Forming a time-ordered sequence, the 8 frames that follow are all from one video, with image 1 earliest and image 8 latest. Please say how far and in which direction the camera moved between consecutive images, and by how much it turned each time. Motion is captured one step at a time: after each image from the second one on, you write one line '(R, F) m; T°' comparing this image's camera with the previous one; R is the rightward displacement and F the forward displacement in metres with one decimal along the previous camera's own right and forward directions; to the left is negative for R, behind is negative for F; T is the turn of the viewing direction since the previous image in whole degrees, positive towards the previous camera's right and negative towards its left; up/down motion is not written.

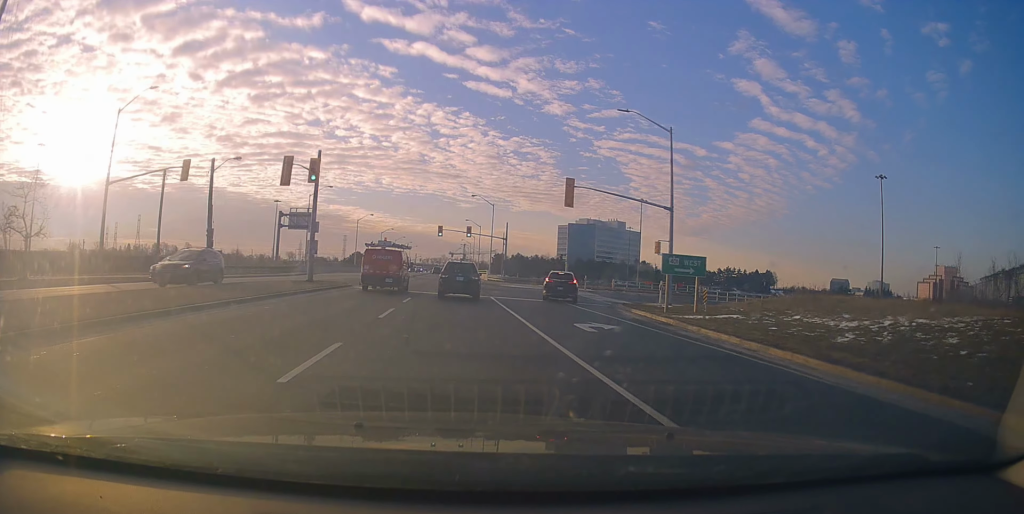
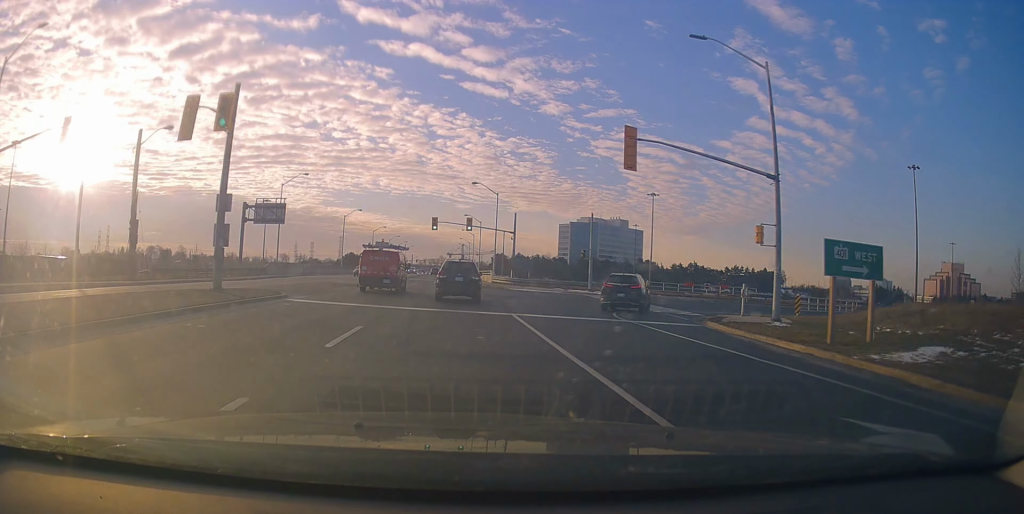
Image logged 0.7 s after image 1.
(0.0, +12.2) m; +1°
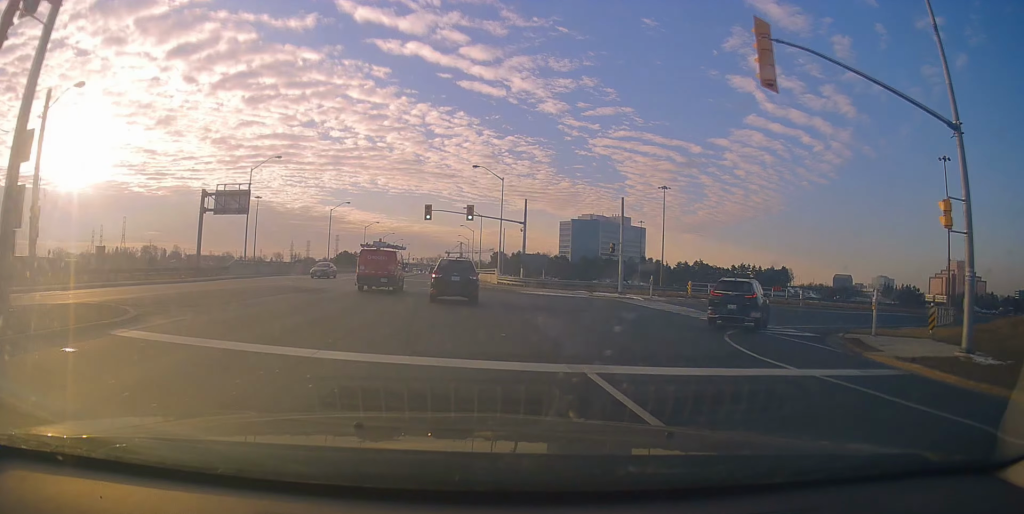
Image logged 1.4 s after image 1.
(0.0, +10.3) m; +1°
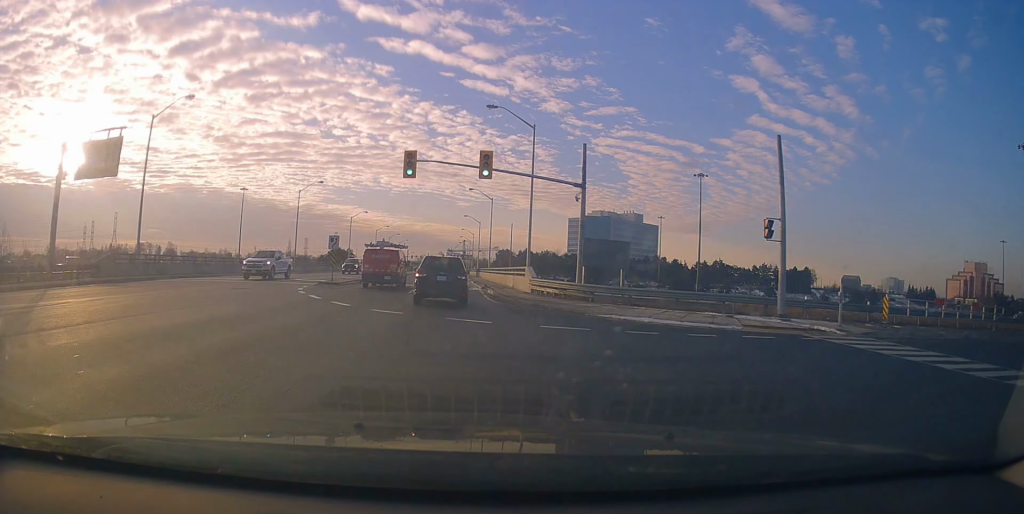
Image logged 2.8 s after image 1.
(+0.4, +21.5) m; 0°
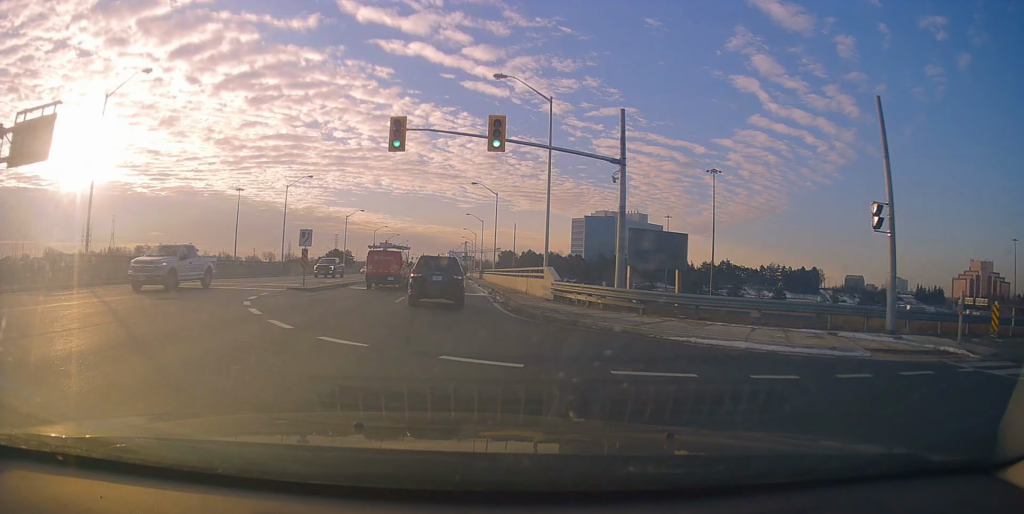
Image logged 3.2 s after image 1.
(0.0, +6.4) m; -1°
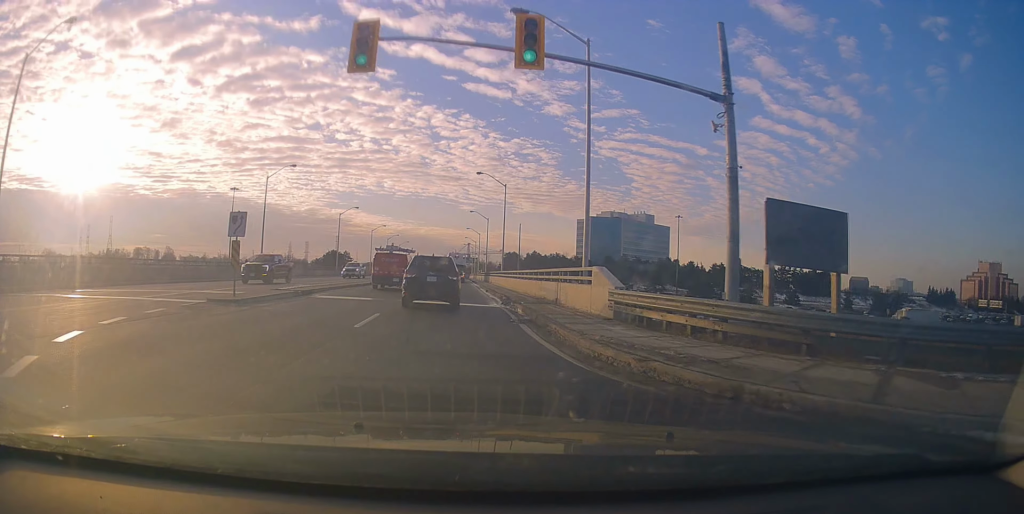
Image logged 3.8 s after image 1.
(-0.1, +8.6) m; -1°
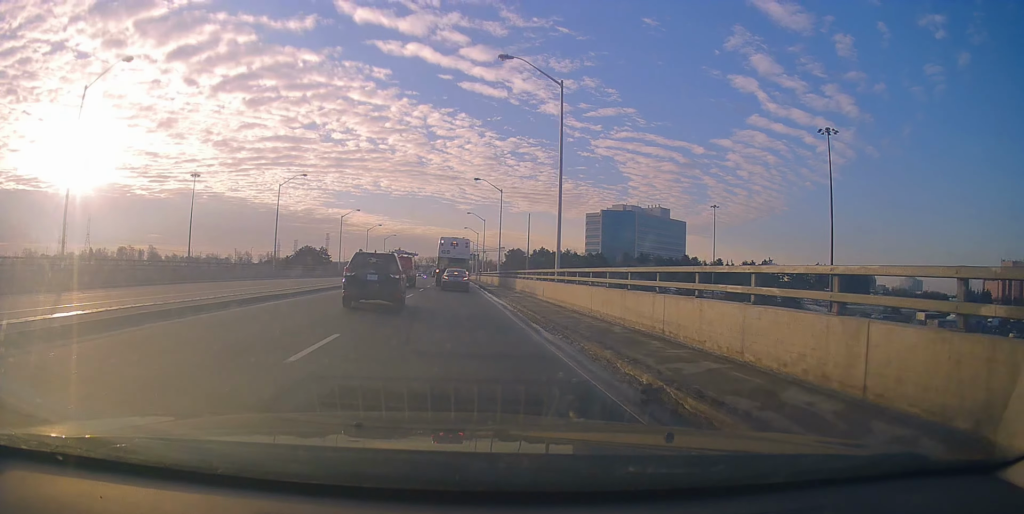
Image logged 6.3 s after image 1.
(+0.1, +33.7) m; +1°
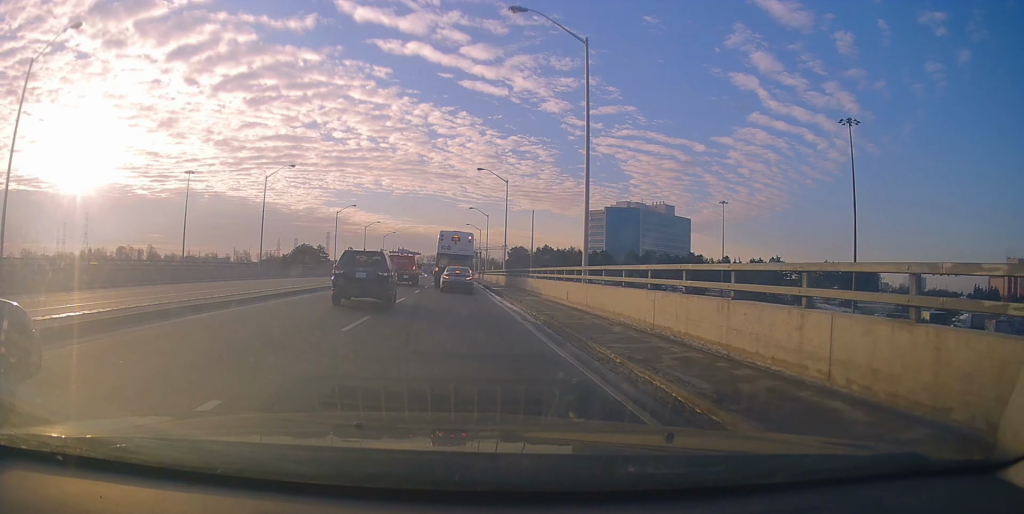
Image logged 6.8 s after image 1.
(0.0, +5.2) m; 0°
